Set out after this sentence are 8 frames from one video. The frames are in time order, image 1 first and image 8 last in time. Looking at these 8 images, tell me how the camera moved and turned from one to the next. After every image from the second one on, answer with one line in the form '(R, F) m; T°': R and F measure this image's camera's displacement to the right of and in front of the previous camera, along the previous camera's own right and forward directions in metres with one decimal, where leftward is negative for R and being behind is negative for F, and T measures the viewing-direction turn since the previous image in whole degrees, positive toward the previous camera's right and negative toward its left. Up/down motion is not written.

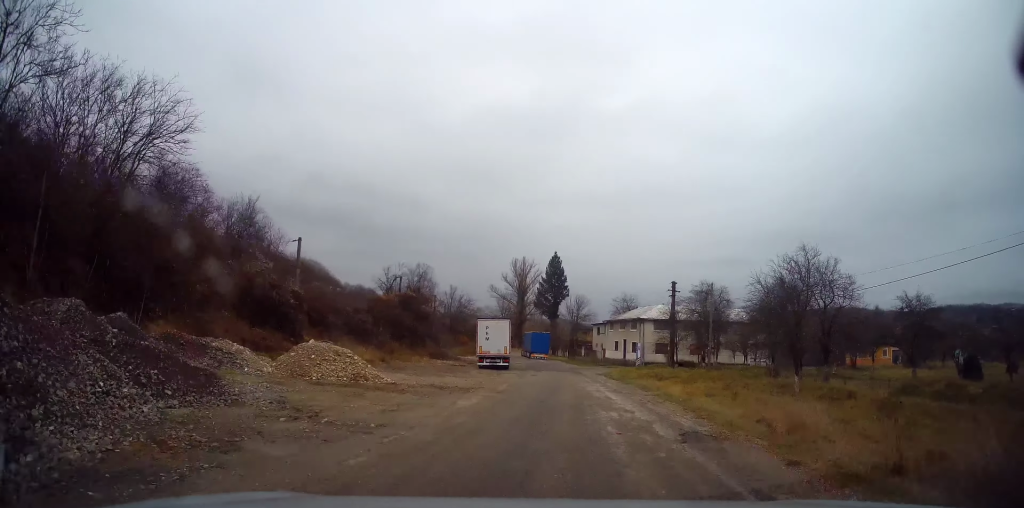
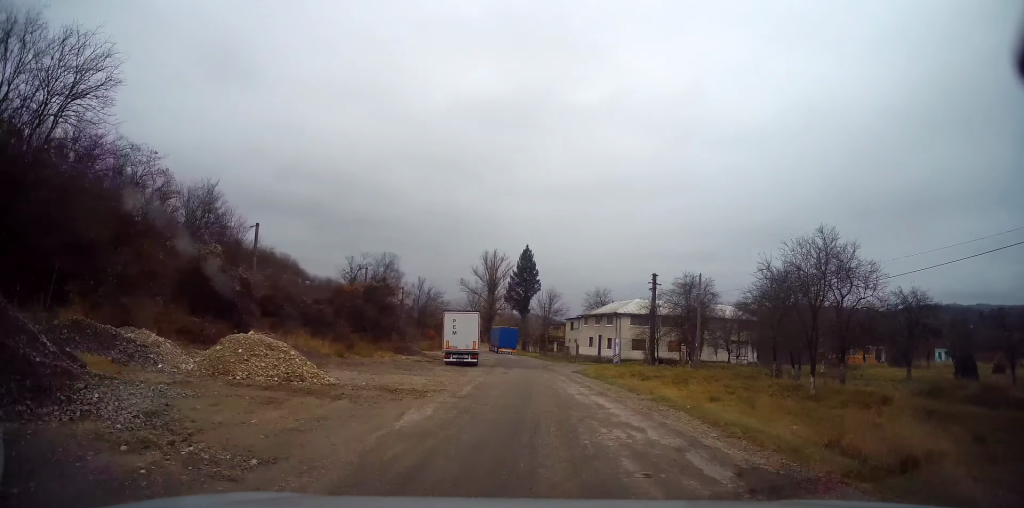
(+0.4, +3.2) m; +3°
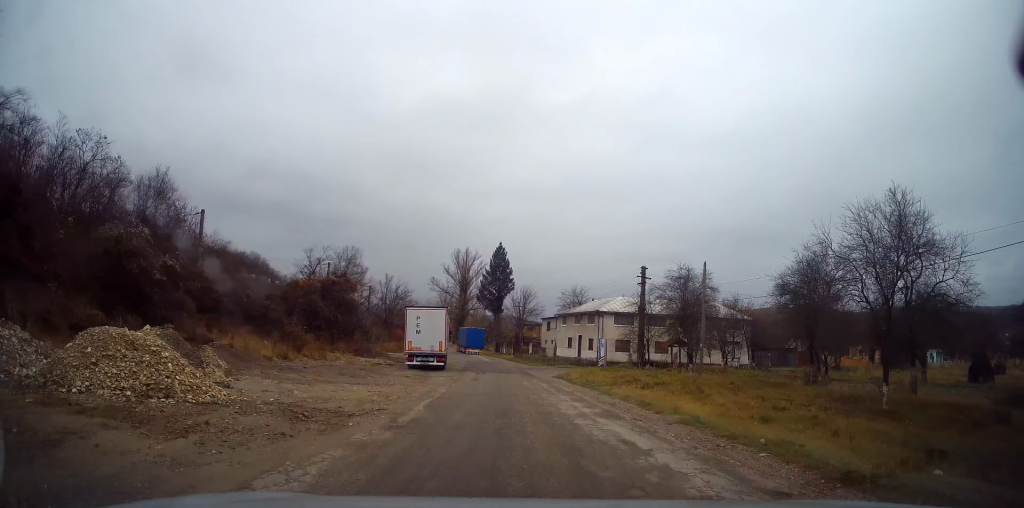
(+0.1, +5.1) m; 0°
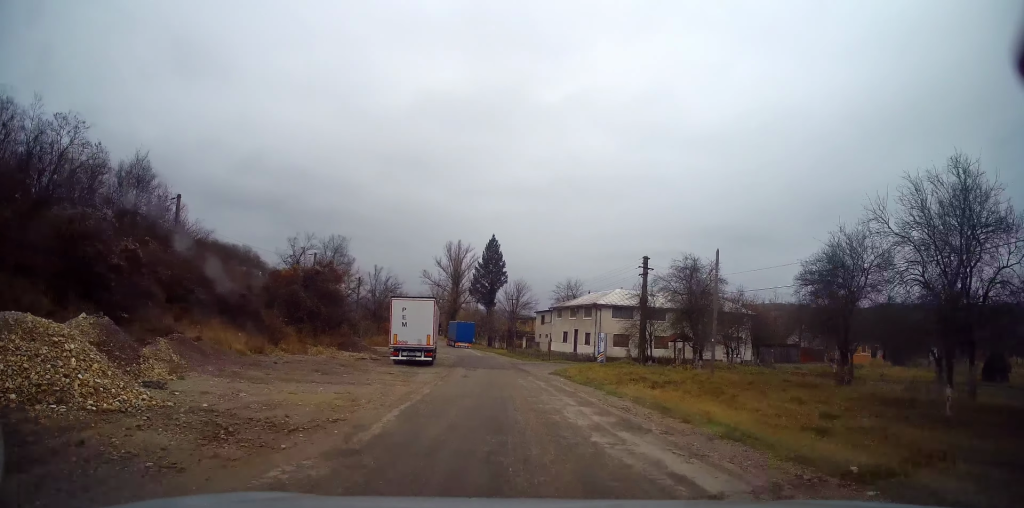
(-0.1, +2.5) m; -2°
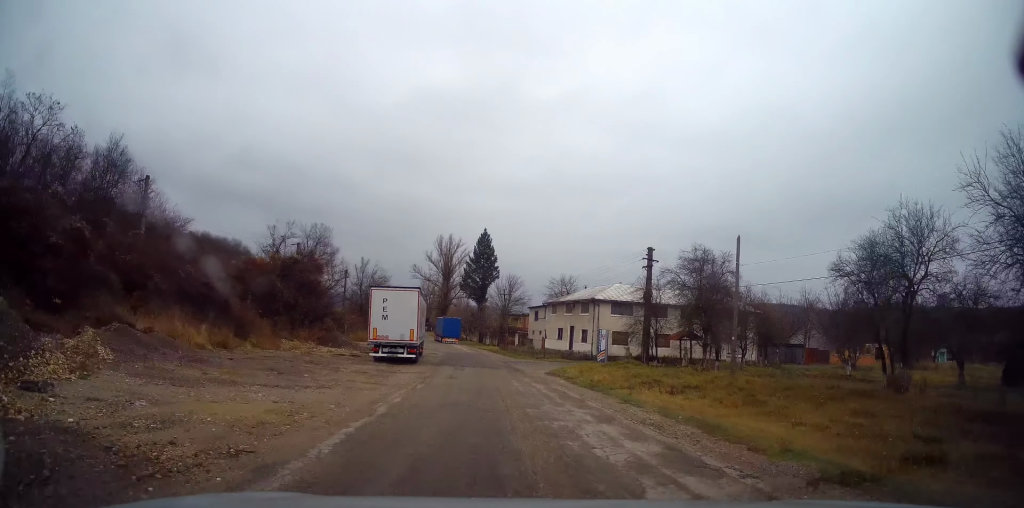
(0.0, +3.1) m; 0°
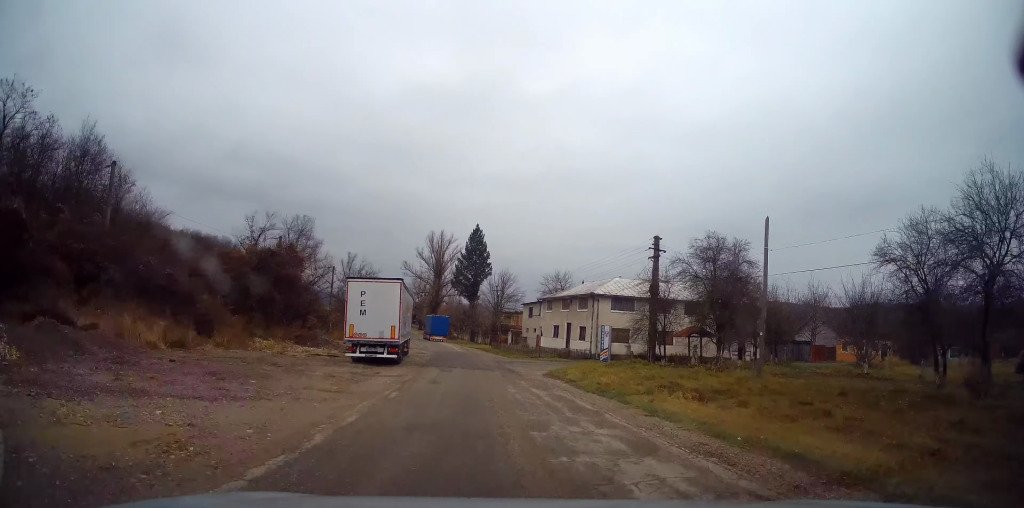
(0.0, +3.3) m; 0°
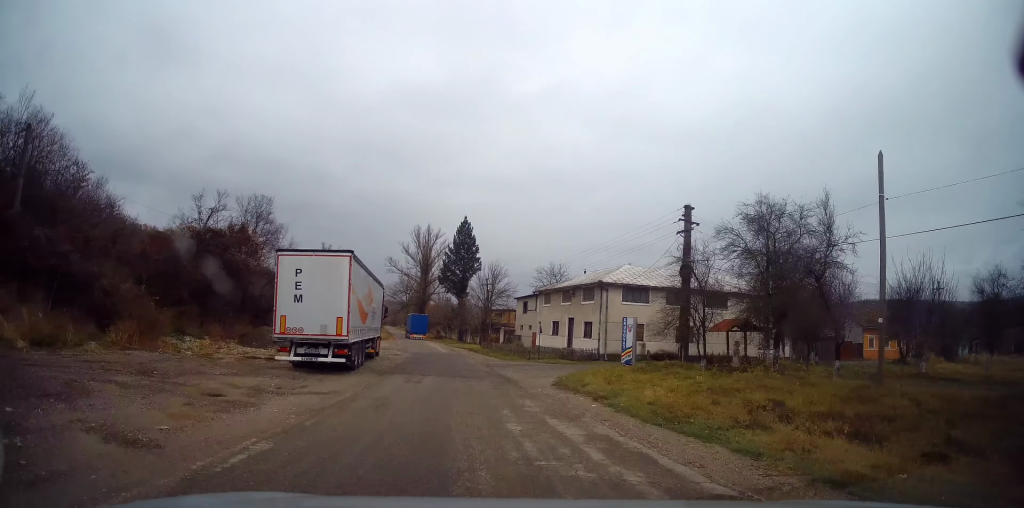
(0.0, +7.0) m; +2°
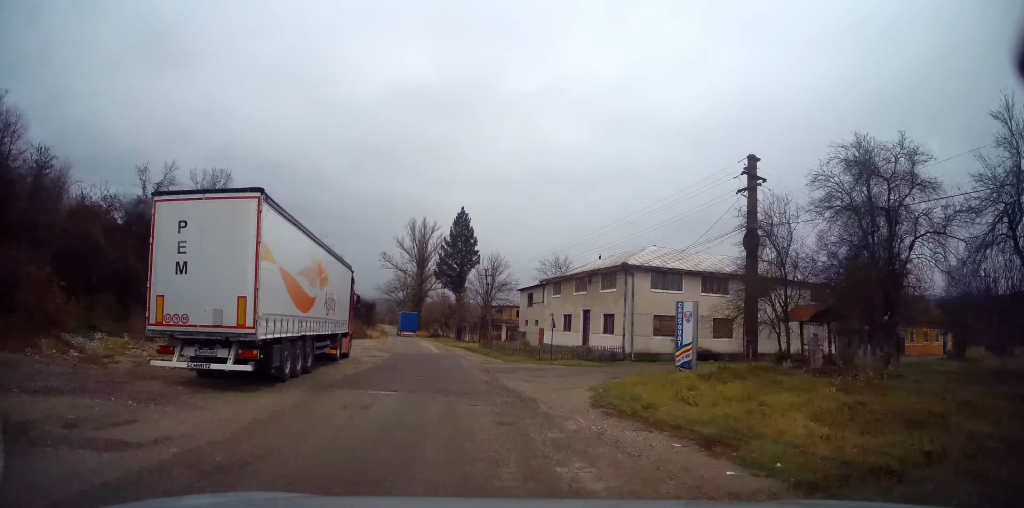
(+0.3, +6.7) m; +5°
